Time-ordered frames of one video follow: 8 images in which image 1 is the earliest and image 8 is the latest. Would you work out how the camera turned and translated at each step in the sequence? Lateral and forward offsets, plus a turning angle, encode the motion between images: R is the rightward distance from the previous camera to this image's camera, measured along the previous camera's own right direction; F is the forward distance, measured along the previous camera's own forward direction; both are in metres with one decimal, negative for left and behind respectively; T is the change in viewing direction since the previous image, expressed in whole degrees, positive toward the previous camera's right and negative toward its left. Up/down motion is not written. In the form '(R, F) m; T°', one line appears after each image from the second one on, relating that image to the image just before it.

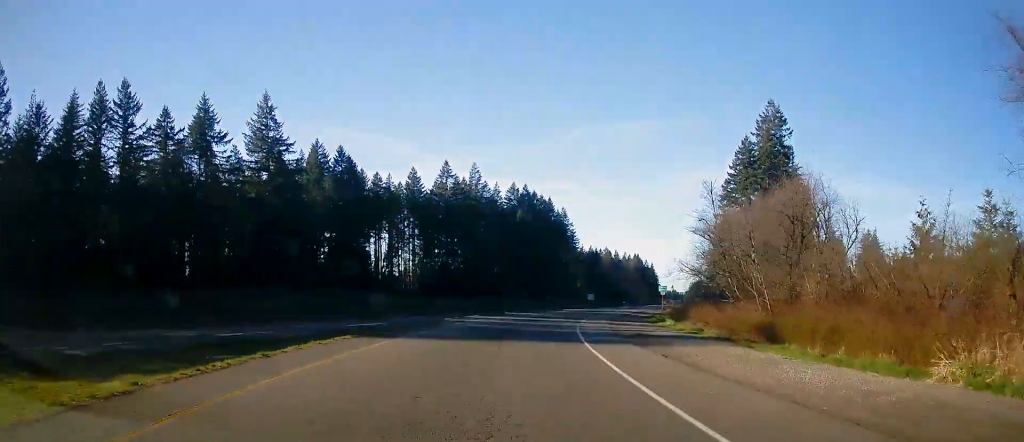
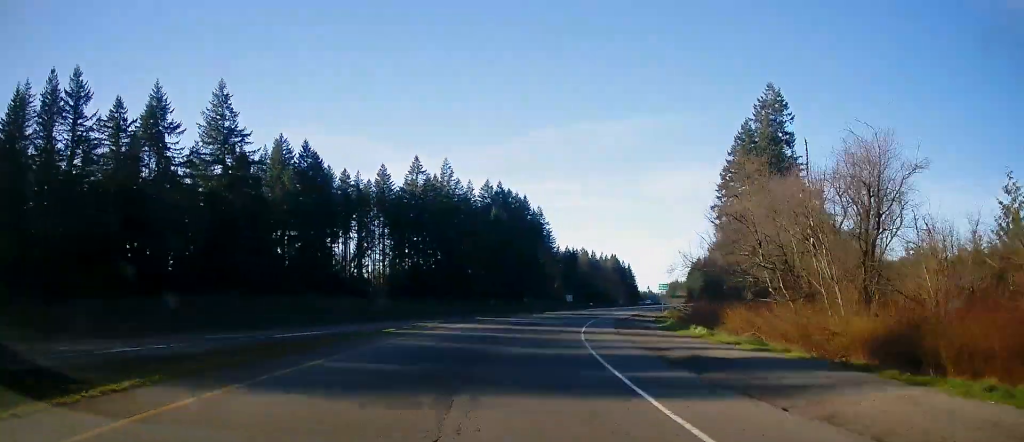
(0.0, +9.5) m; +2°
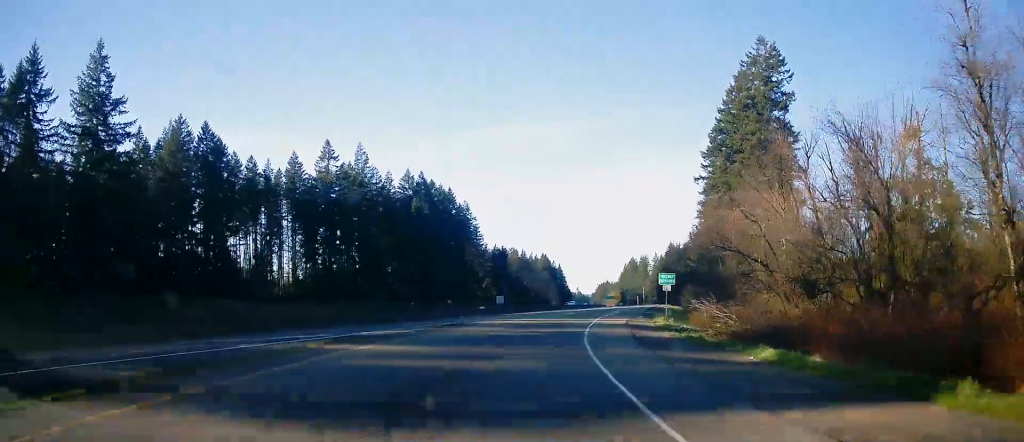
(+1.1, +21.5) m; +8°
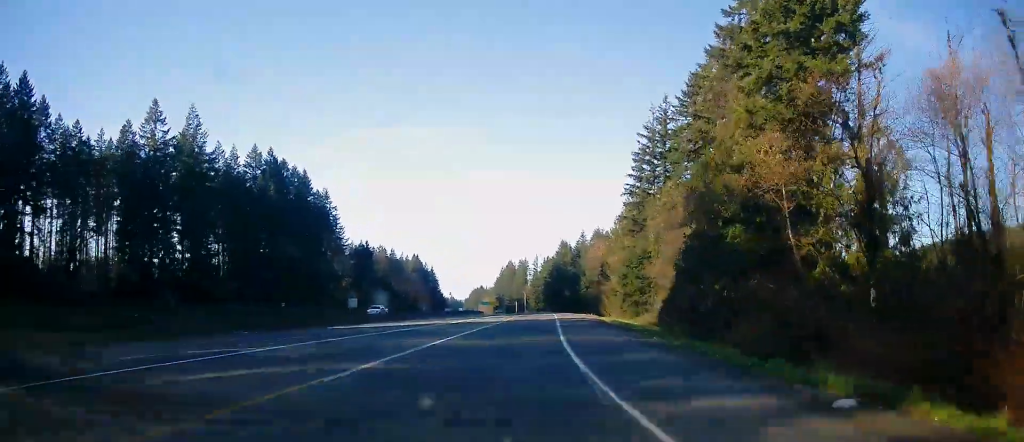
(+4.3, +36.3) m; +12°
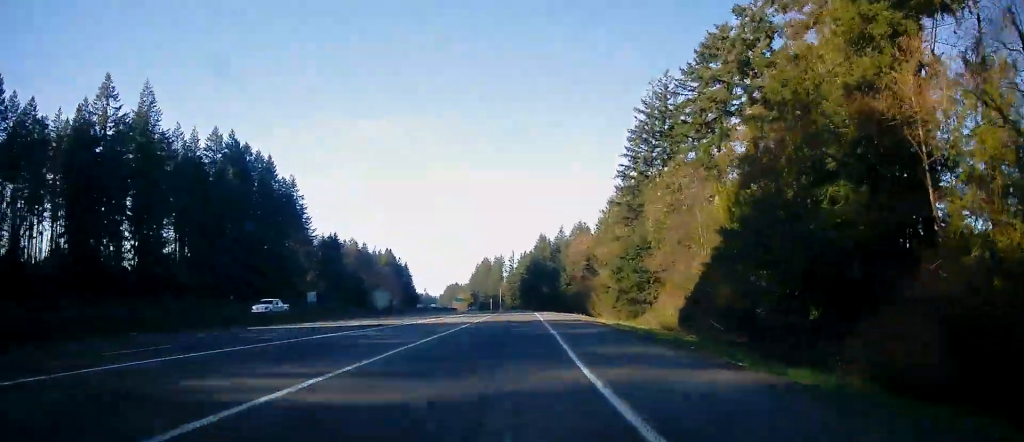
(+0.4, +12.0) m; +1°
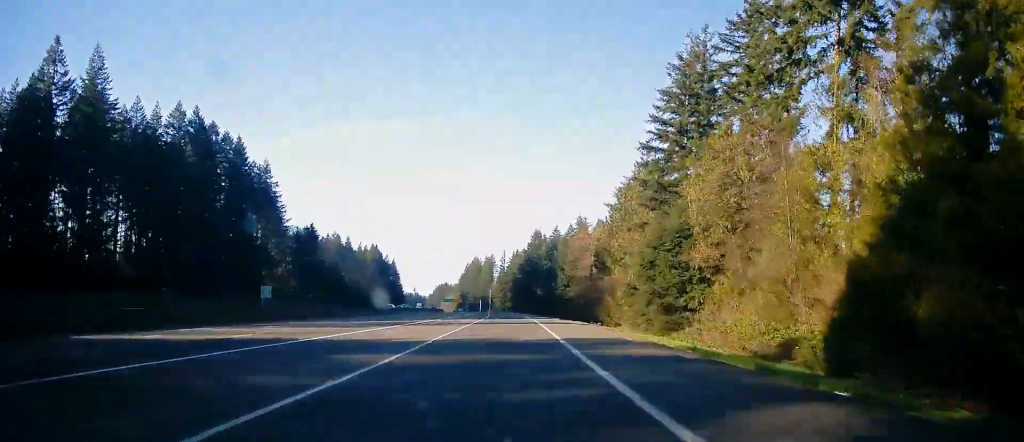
(+0.3, +18.0) m; +1°
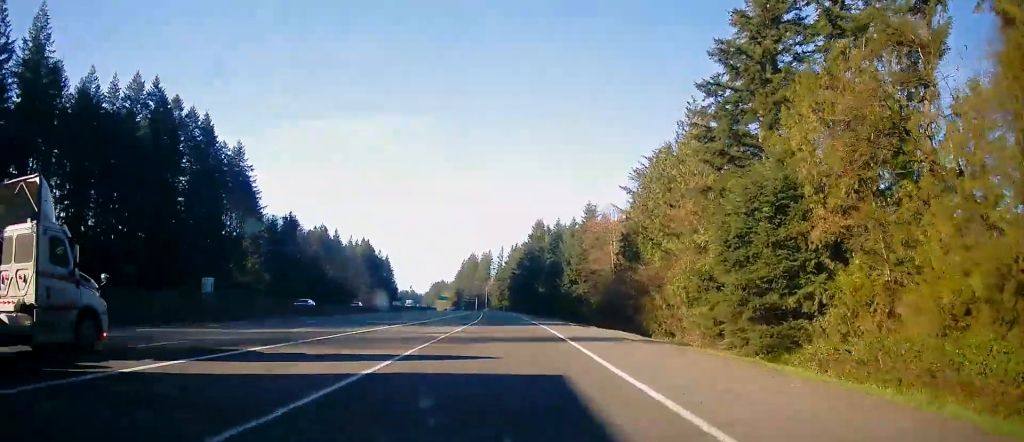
(-0.2, +19.1) m; 0°
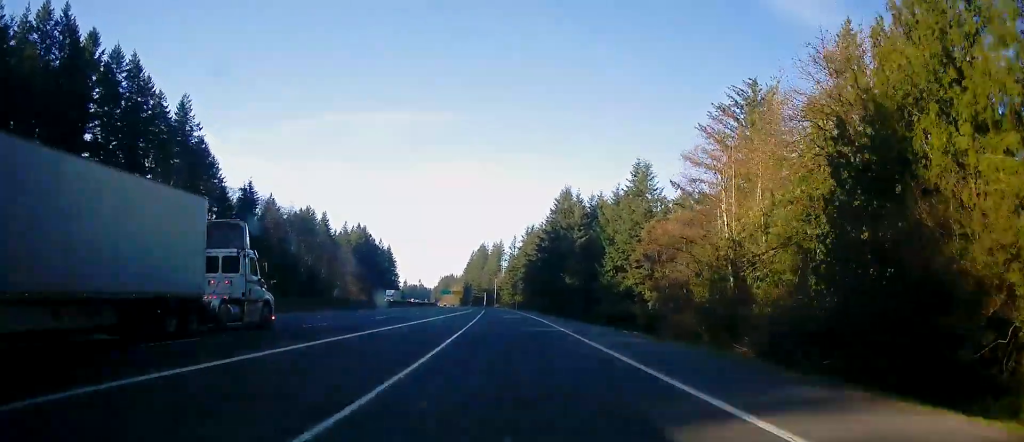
(+0.1, +39.1) m; -1°
